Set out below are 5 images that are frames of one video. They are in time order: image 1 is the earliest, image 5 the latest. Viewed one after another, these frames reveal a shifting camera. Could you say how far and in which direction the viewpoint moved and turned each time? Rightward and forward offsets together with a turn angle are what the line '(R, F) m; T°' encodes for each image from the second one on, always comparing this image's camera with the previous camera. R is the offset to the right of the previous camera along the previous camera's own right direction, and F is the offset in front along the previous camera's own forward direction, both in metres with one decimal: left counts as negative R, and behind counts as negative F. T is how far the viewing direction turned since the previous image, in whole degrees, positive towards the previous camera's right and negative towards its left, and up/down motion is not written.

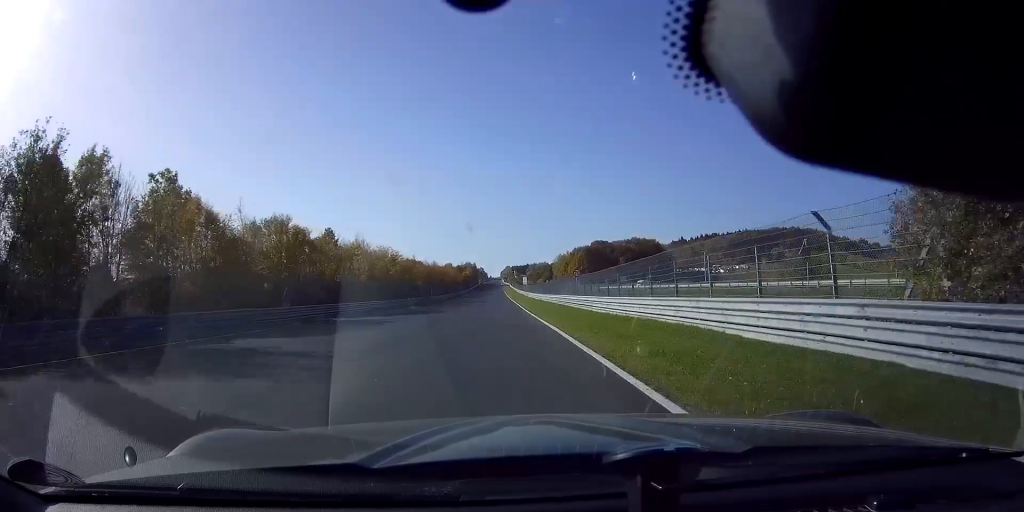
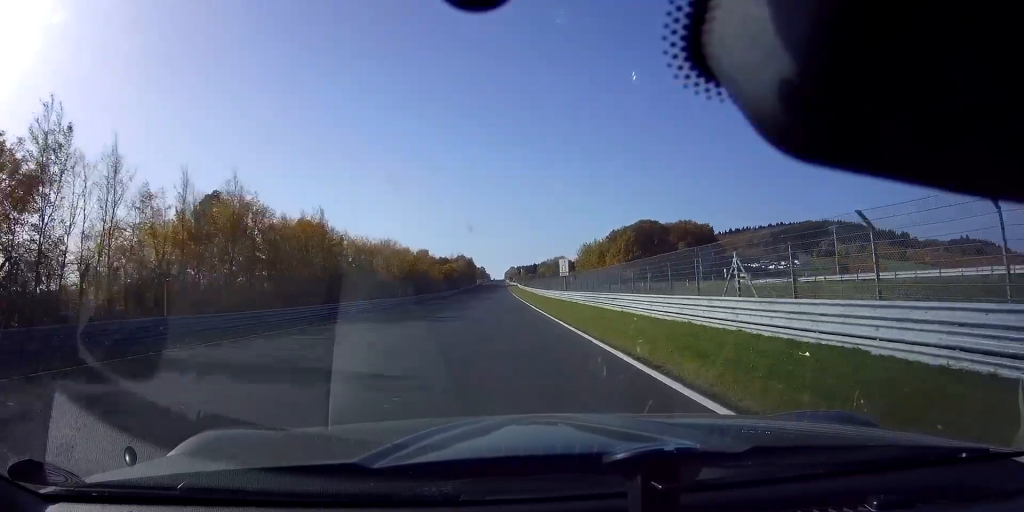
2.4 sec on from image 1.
(-0.6, +83.3) m; -1°
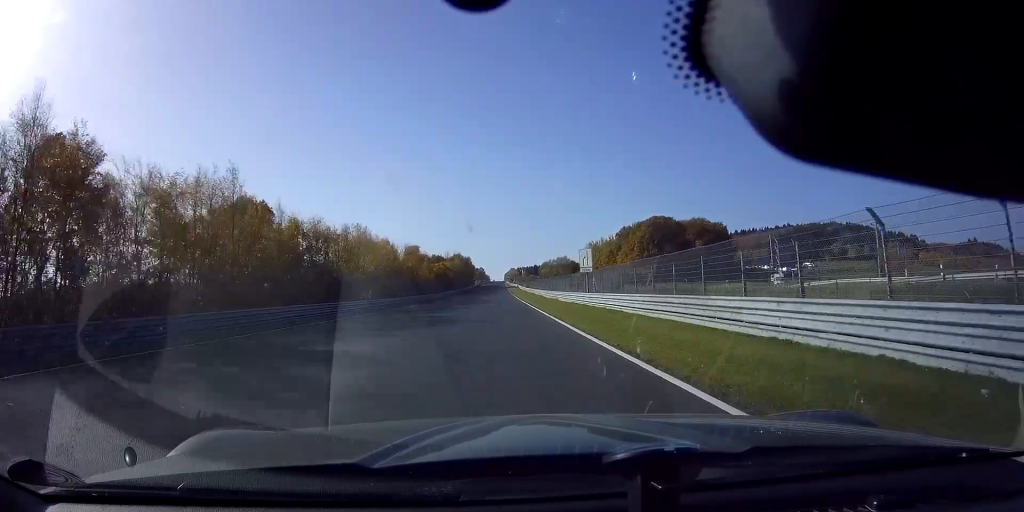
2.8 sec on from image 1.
(-0.1, +16.2) m; 0°
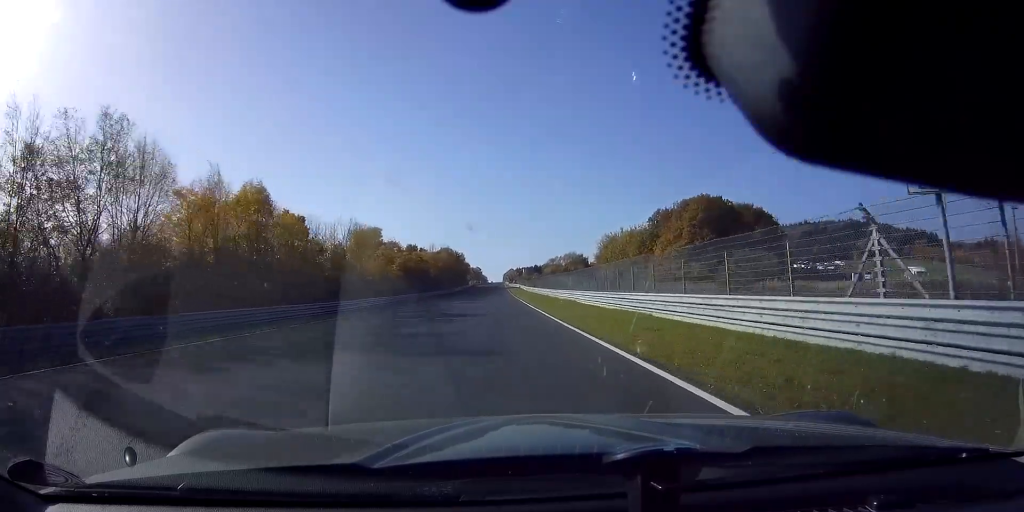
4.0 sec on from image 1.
(+0.2, +38.9) m; +1°
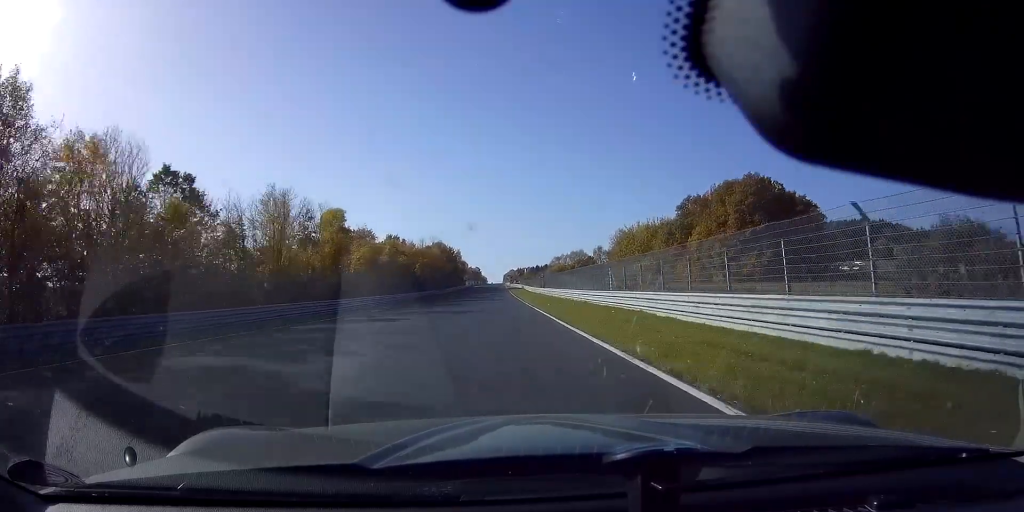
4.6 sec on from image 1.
(+0.1, +21.1) m; 0°
